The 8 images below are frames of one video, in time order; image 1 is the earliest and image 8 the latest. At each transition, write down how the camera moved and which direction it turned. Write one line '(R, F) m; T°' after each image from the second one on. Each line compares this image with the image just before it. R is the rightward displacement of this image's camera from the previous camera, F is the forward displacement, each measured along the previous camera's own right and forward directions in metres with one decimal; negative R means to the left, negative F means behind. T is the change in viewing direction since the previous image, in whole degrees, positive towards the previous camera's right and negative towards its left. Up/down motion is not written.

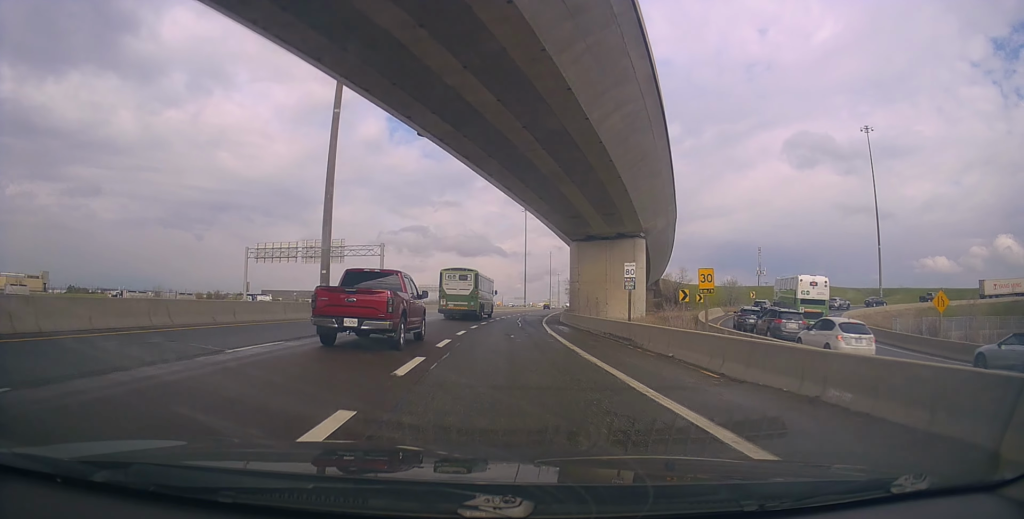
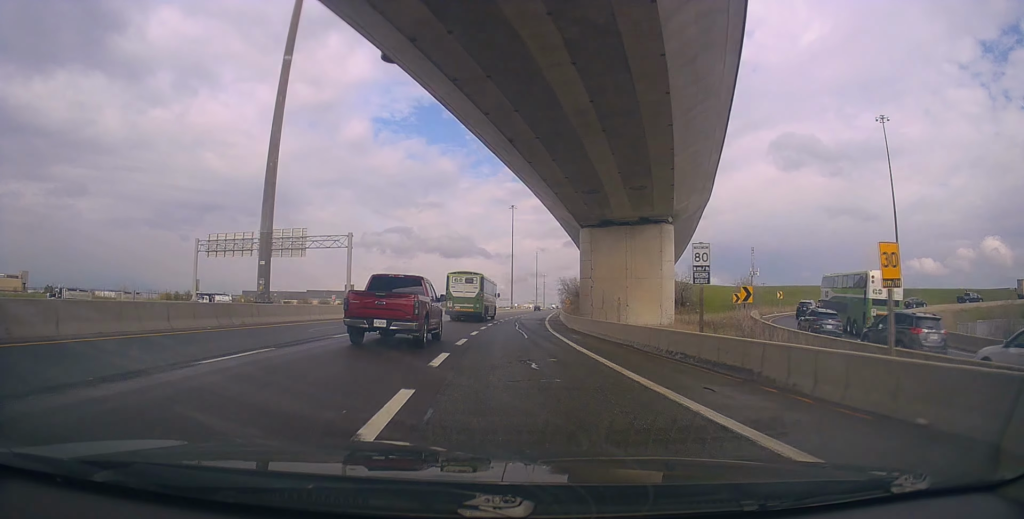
(-0.1, +9.8) m; 0°
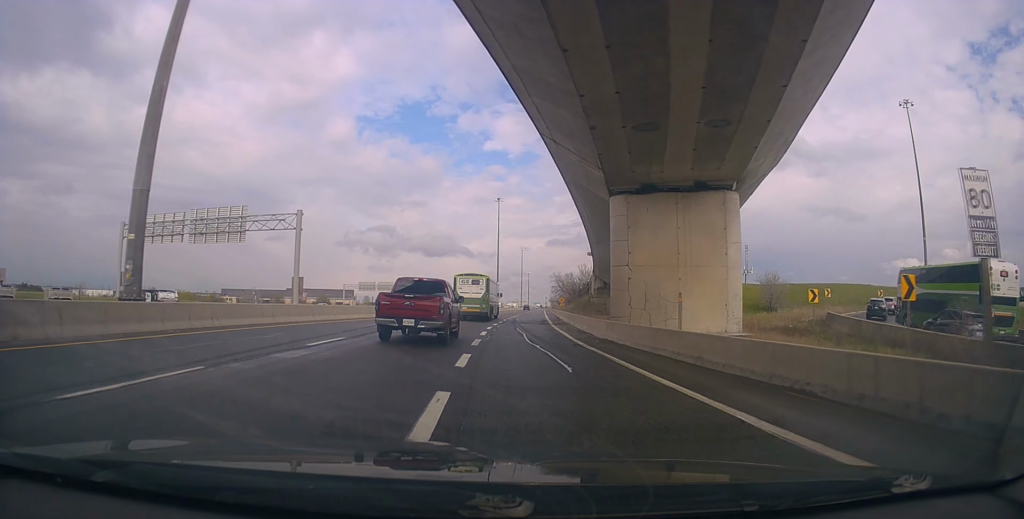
(-0.2, +12.2) m; 0°
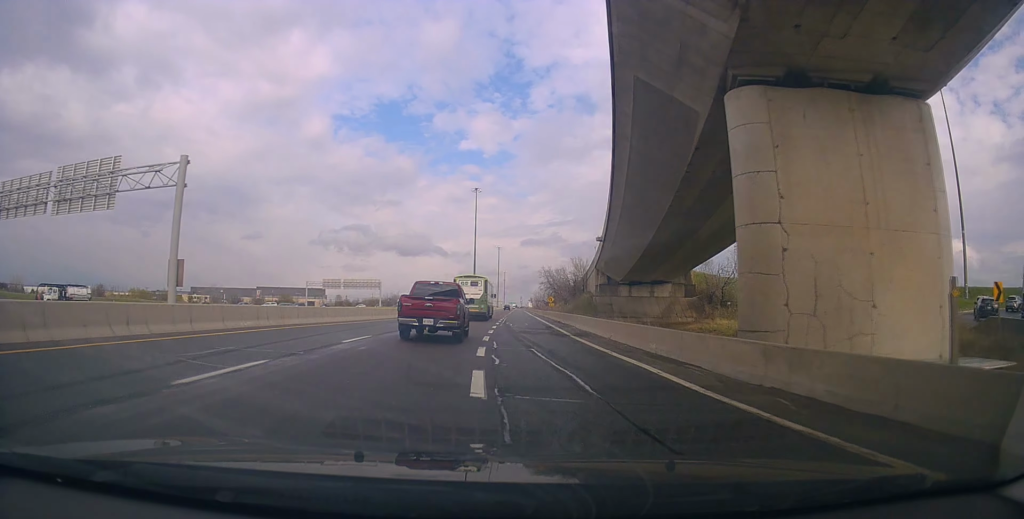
(+0.3, +14.8) m; +3°
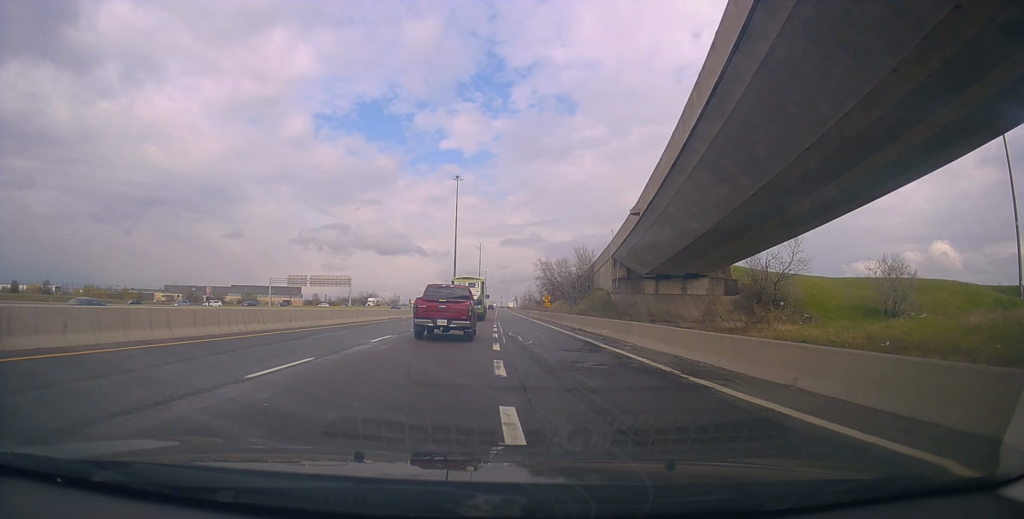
(+0.5, +16.0) m; +1°
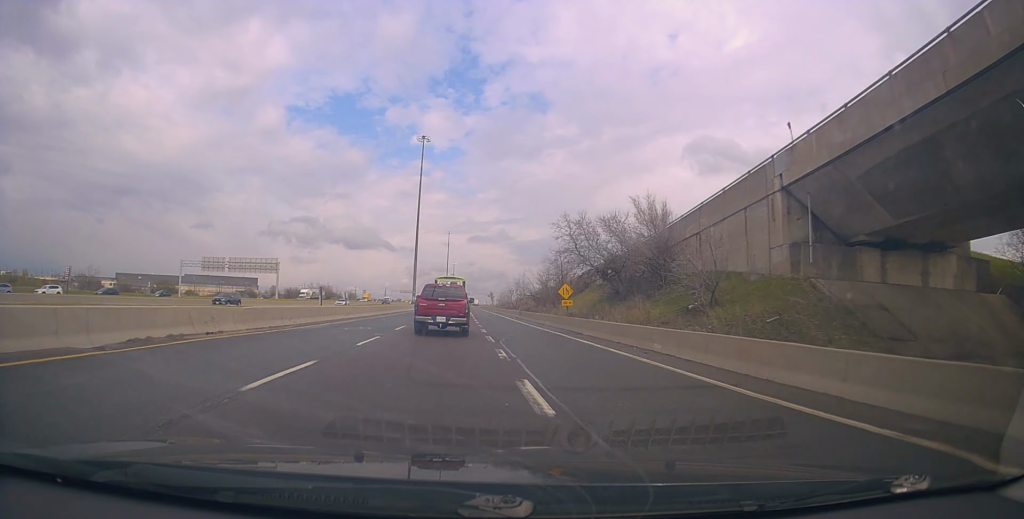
(+0.7, +34.1) m; +3°
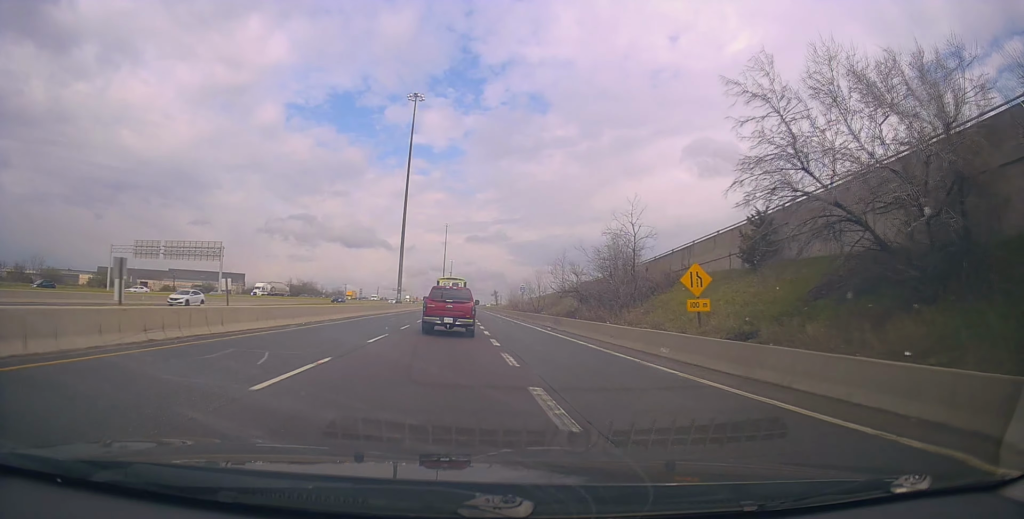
(+0.8, +25.7) m; +2°
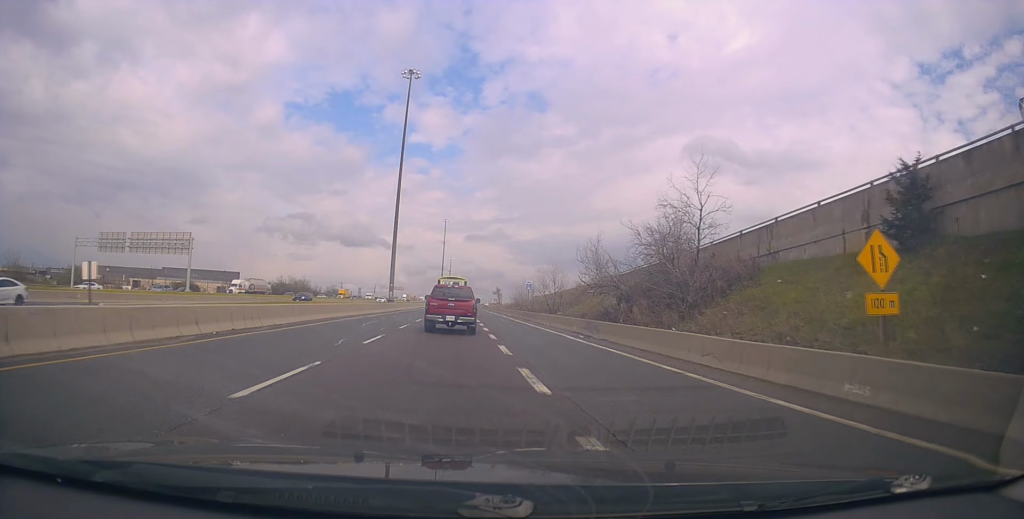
(0.0, +10.1) m; 0°
